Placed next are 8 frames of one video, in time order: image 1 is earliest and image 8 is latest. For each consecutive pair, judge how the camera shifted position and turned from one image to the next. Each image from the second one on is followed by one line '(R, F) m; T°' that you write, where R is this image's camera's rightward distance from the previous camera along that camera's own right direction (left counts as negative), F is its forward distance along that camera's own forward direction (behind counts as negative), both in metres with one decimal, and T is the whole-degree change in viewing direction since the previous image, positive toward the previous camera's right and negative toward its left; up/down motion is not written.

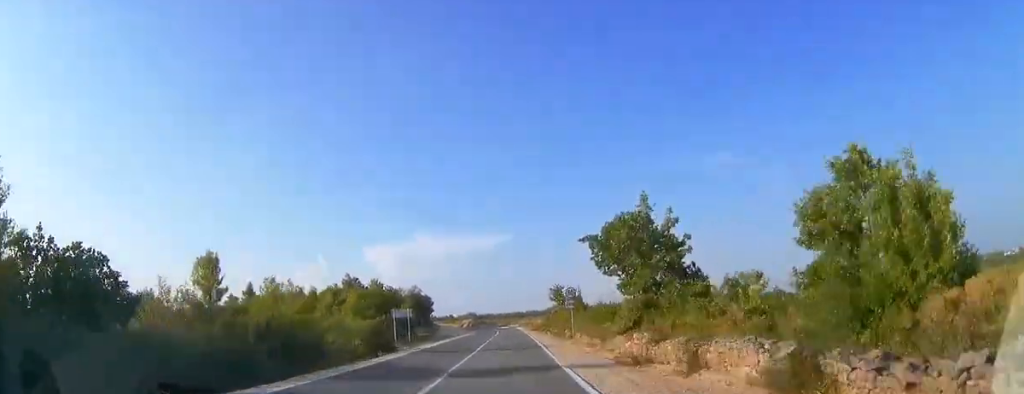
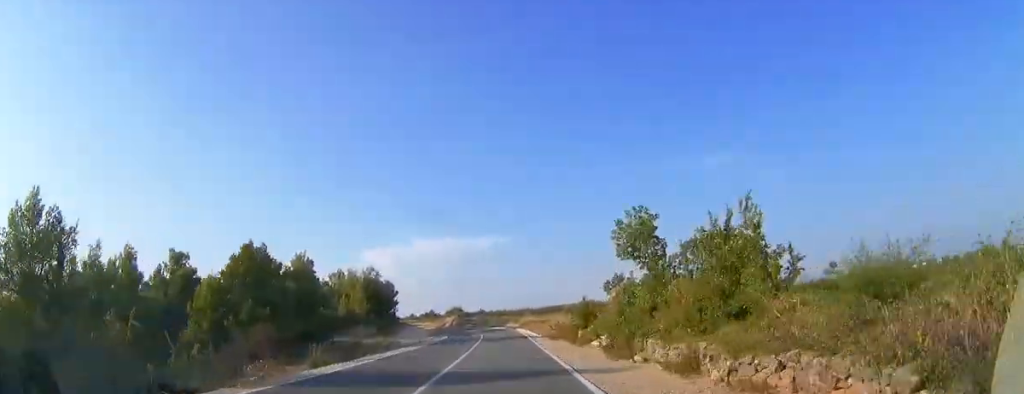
(+0.1, +37.2) m; 0°
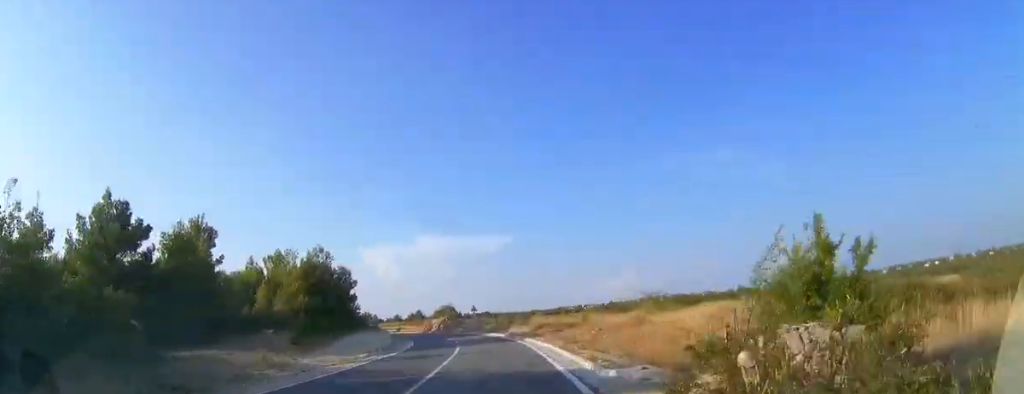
(+0.2, +25.7) m; -1°
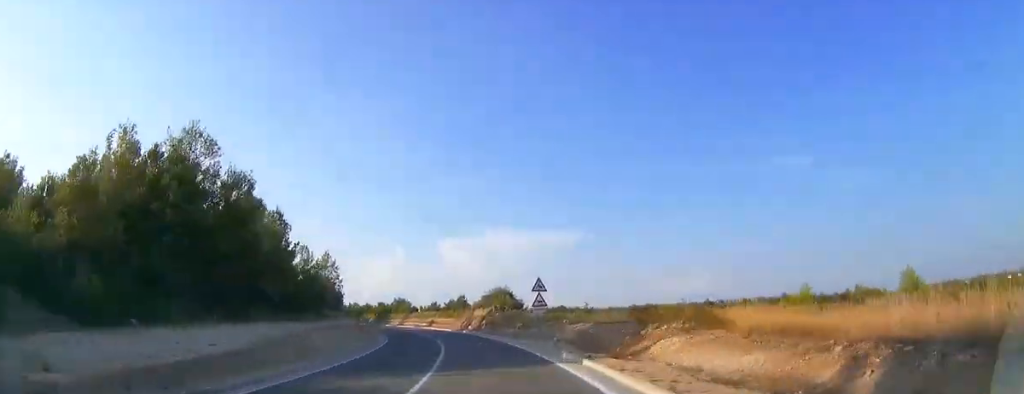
(-0.9, +38.3) m; -6°
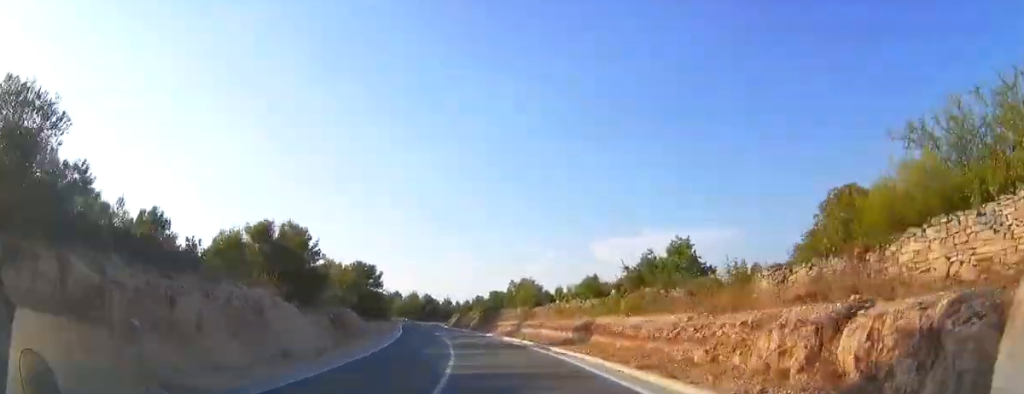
(-5.1, +51.9) m; -14°
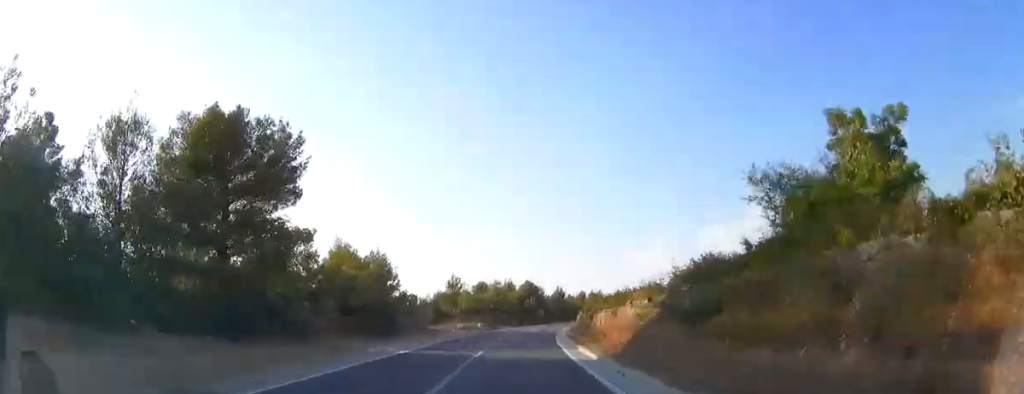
(-10.4, +69.9) m; -10°
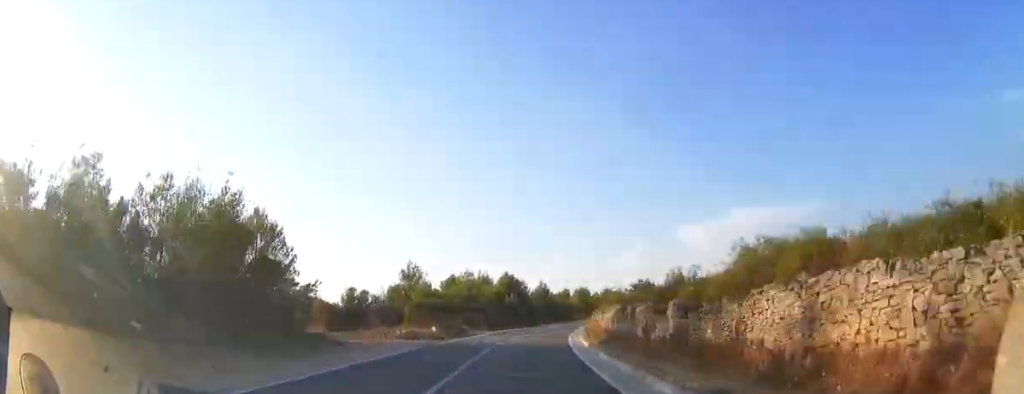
(-0.3, +22.2) m; +1°
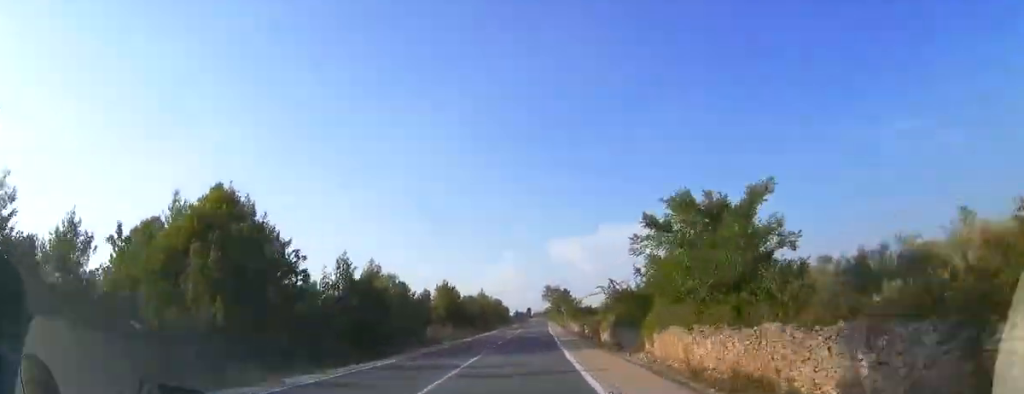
(+5.7, +70.4) m; +10°
